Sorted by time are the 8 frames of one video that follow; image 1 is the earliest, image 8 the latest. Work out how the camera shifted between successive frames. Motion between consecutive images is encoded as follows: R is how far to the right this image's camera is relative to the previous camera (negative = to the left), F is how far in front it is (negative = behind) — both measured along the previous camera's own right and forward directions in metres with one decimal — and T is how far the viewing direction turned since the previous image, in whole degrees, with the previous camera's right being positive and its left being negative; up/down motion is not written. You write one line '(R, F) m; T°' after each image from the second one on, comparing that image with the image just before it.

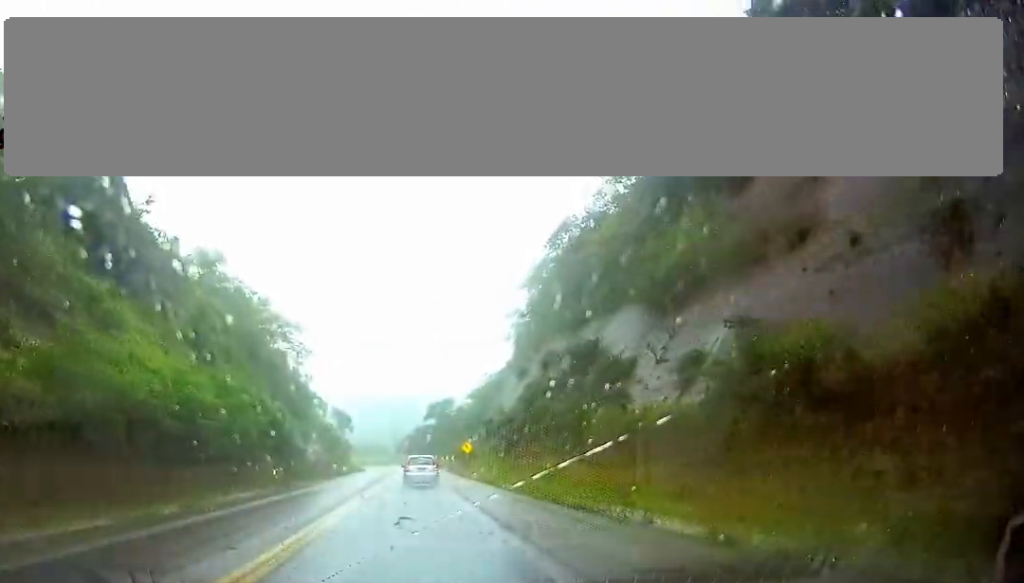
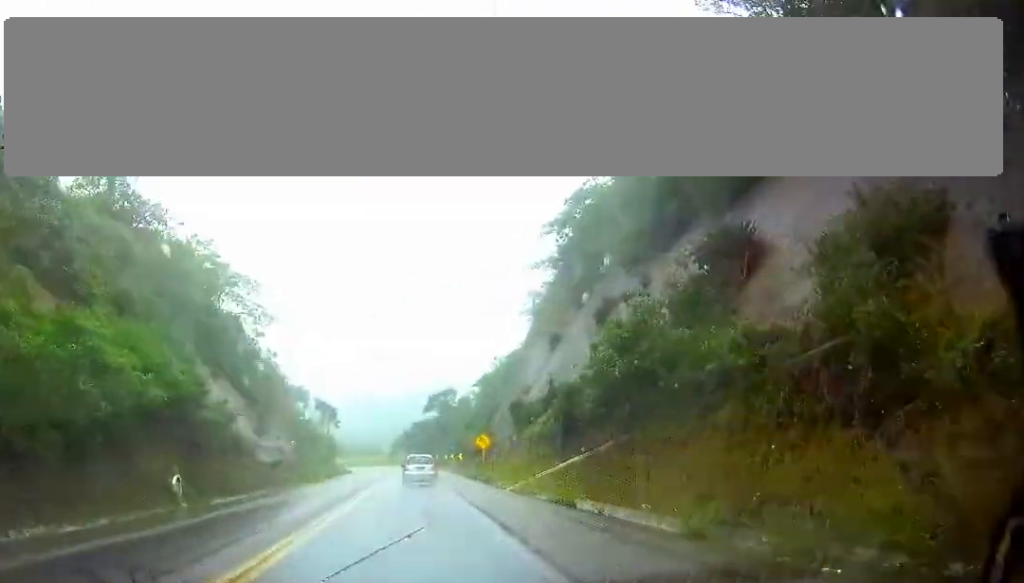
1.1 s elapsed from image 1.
(0.0, +23.2) m; 0°
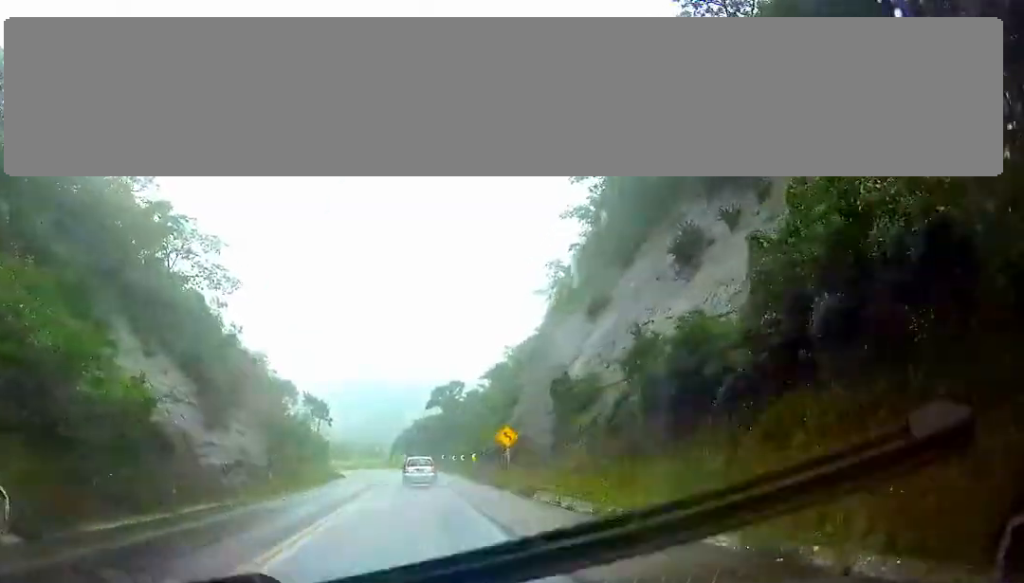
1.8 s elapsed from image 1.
(0.0, +15.6) m; 0°
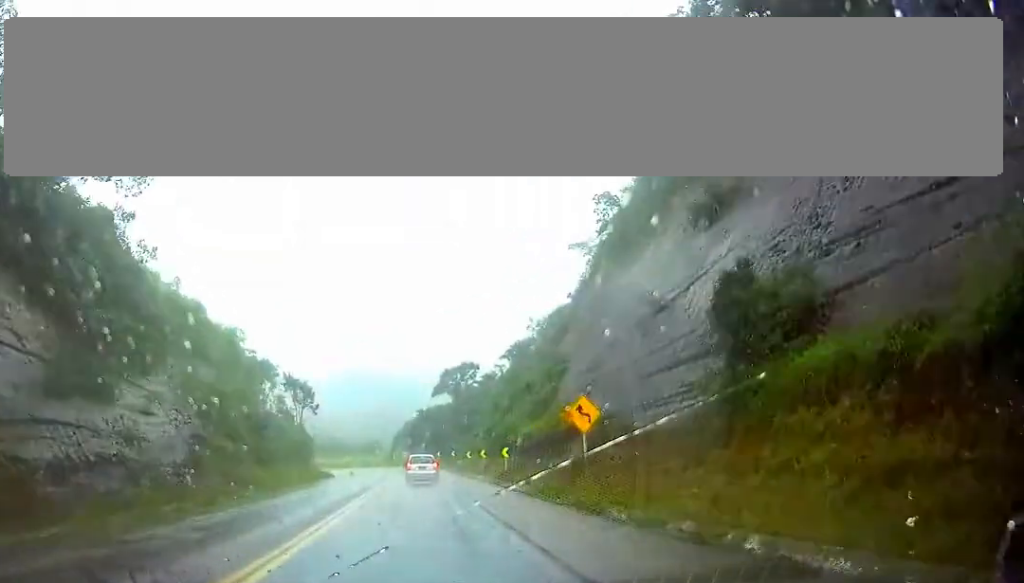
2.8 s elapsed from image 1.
(+0.2, +21.5) m; 0°
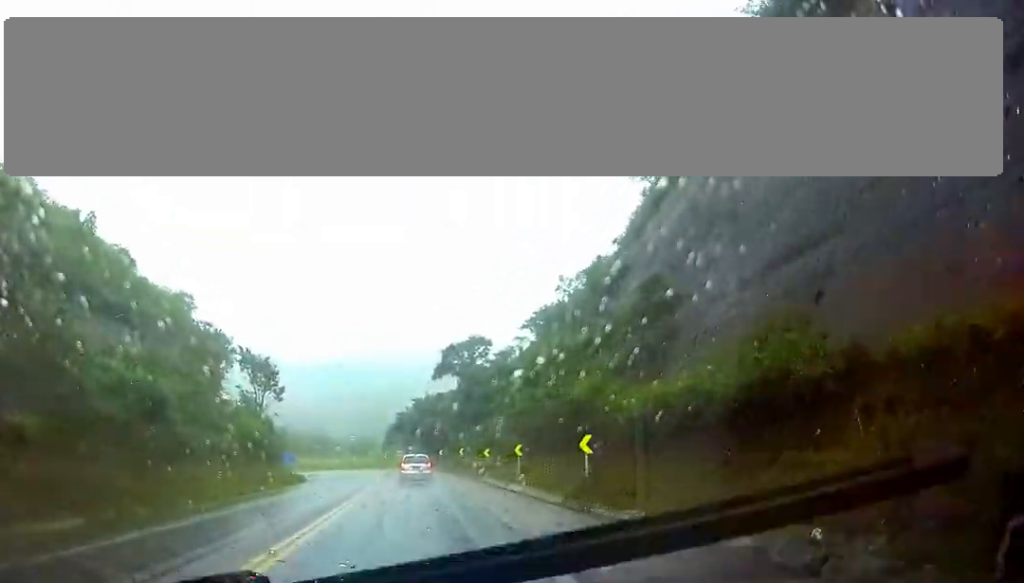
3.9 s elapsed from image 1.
(-0.1, +23.1) m; 0°
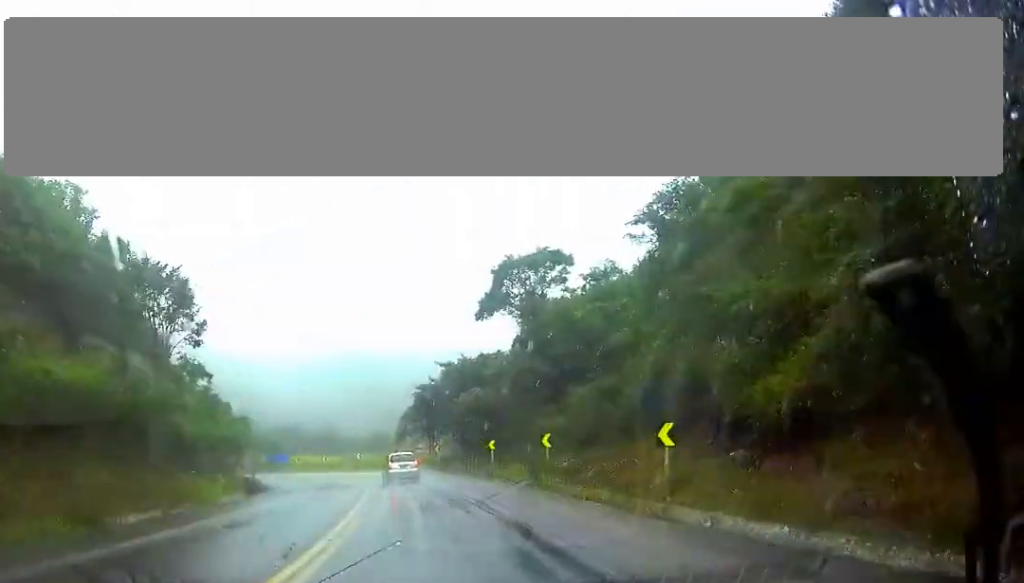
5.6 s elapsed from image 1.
(-0.3, +35.7) m; -2°
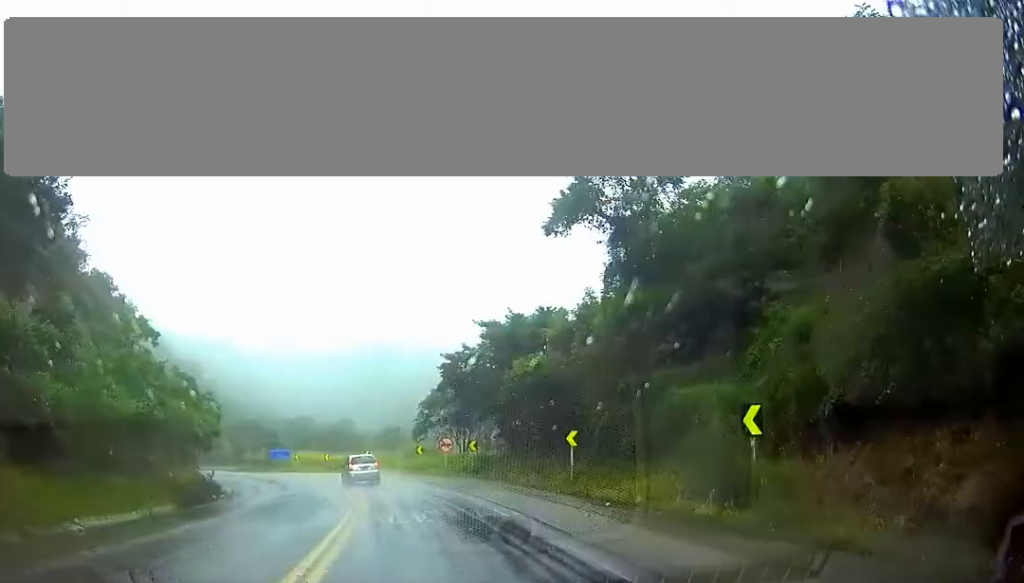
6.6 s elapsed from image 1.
(-0.2, +19.7) m; -2°
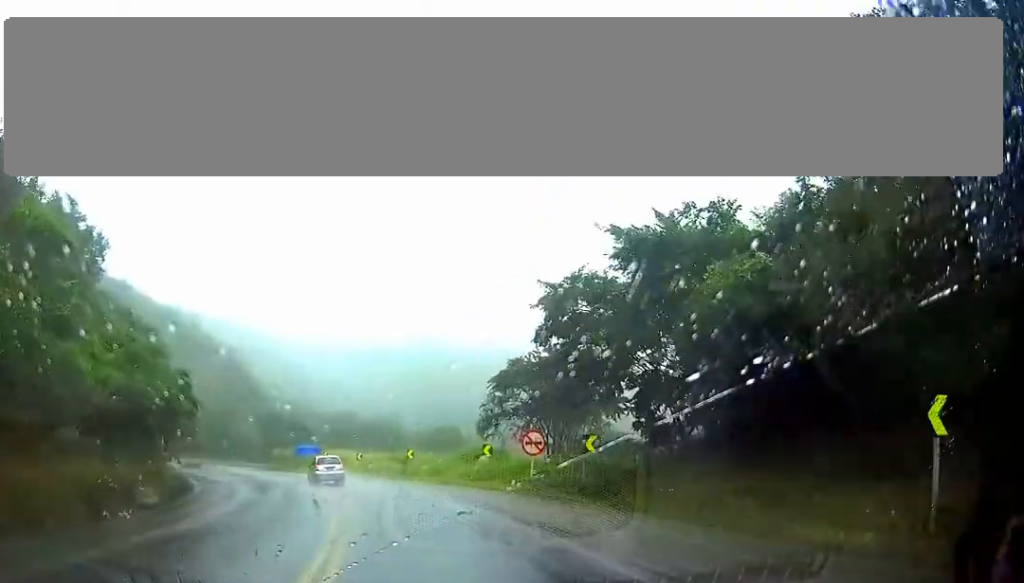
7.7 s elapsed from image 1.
(-0.4, +20.0) m; -3°
